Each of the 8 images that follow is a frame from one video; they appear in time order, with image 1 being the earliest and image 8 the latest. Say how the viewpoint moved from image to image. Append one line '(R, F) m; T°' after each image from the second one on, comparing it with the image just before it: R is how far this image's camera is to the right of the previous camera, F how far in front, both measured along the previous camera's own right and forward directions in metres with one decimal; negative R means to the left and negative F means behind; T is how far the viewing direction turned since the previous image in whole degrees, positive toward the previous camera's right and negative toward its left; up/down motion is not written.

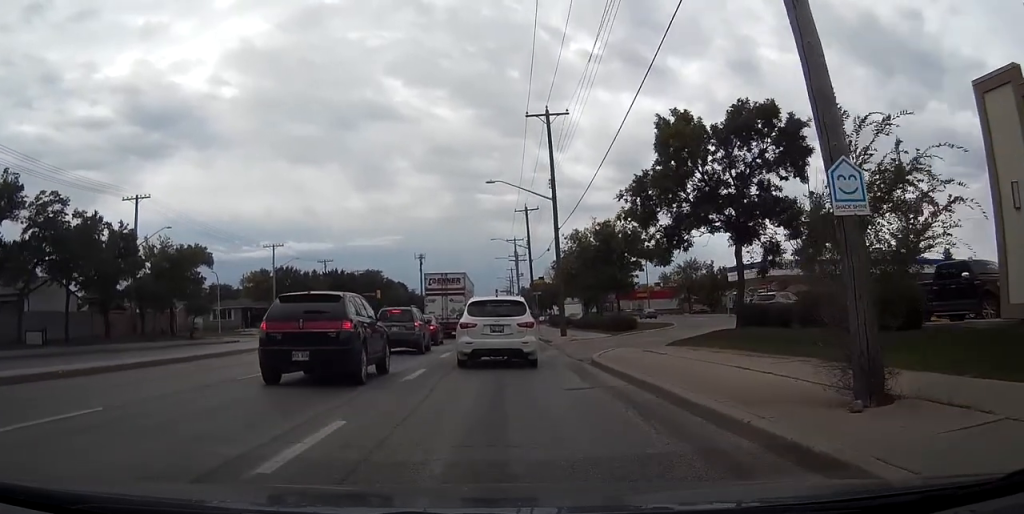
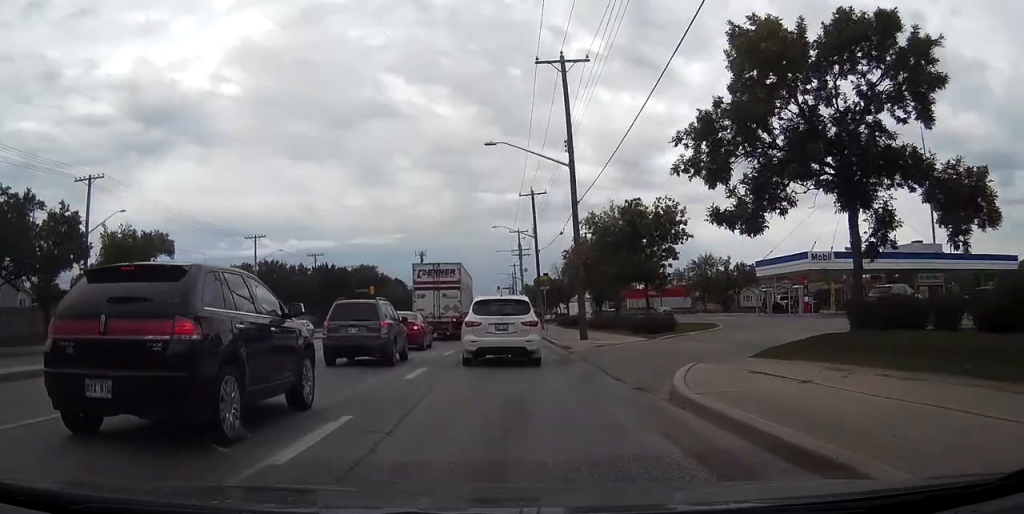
(-0.2, +9.0) m; 0°
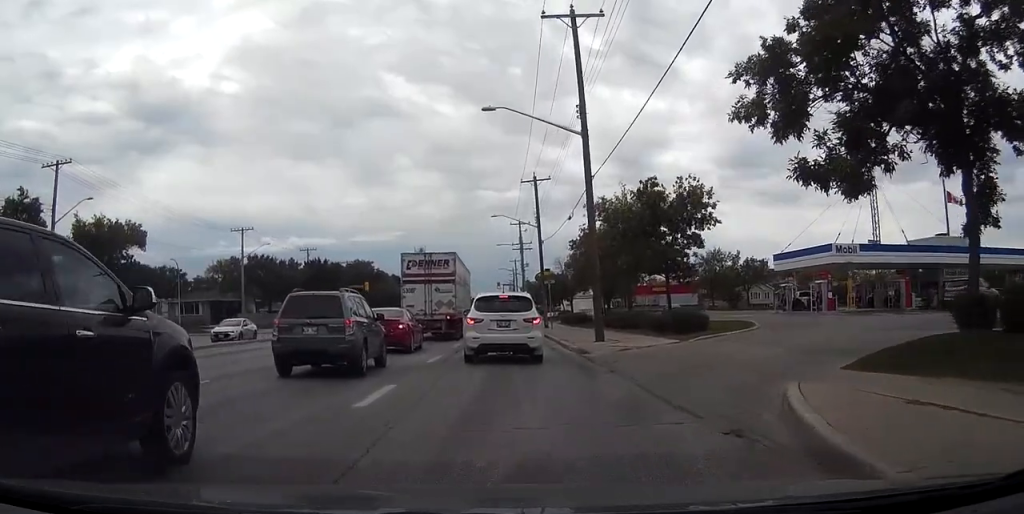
(+0.2, +5.2) m; 0°
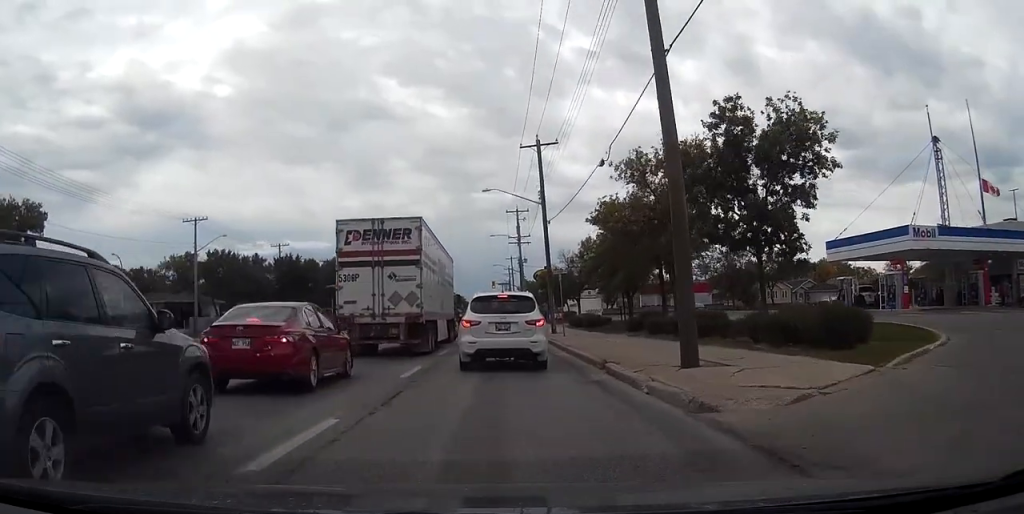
(-0.4, +13.6) m; -2°
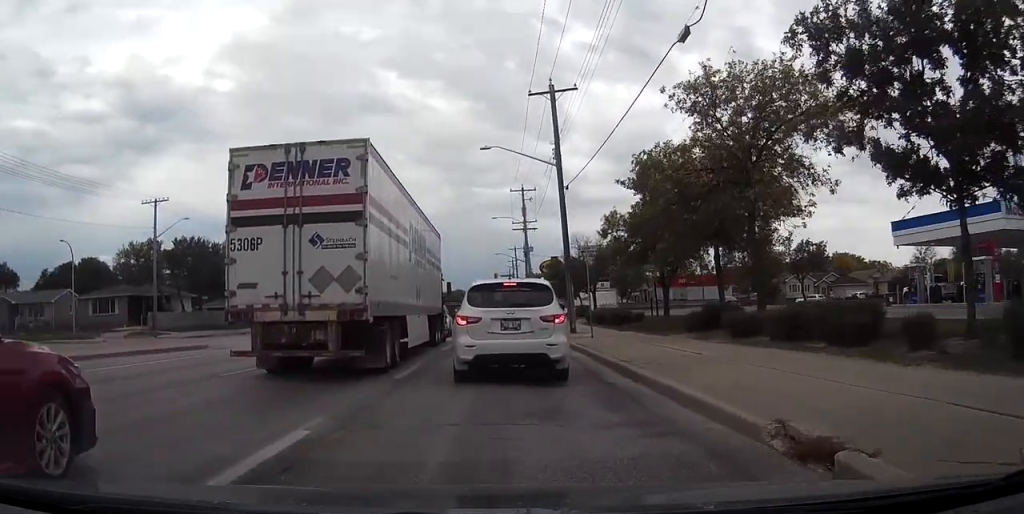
(0.0, +10.5) m; -1°
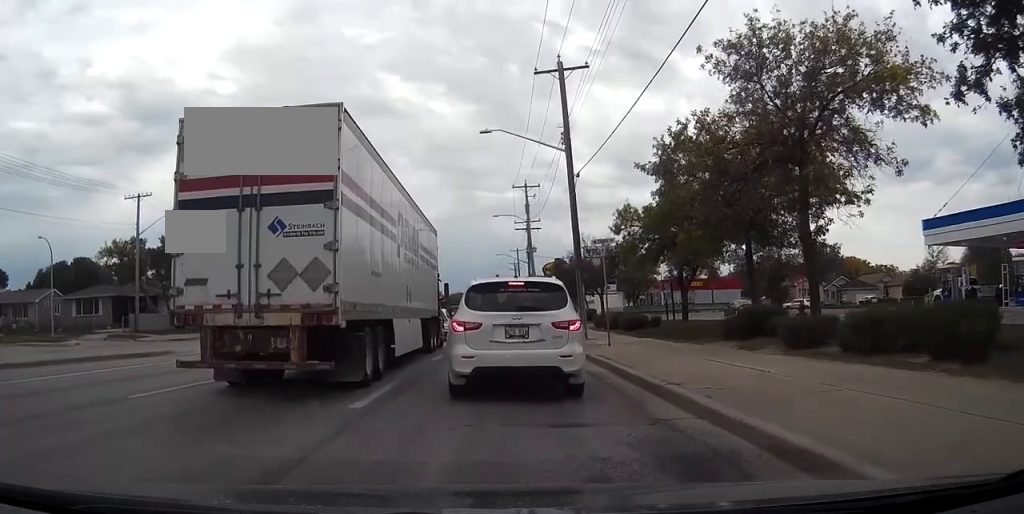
(0.0, +4.4) m; -1°
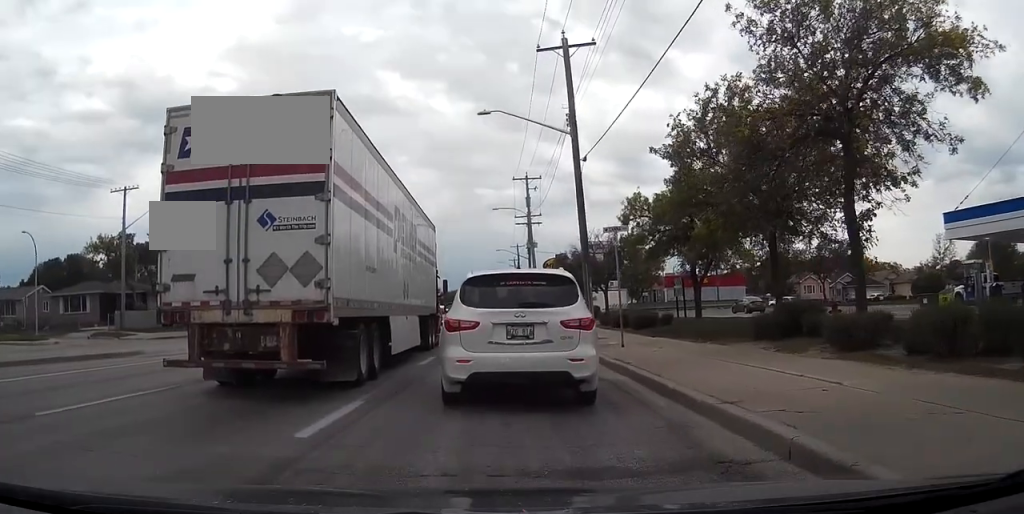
(-0.1, +3.0) m; 0°
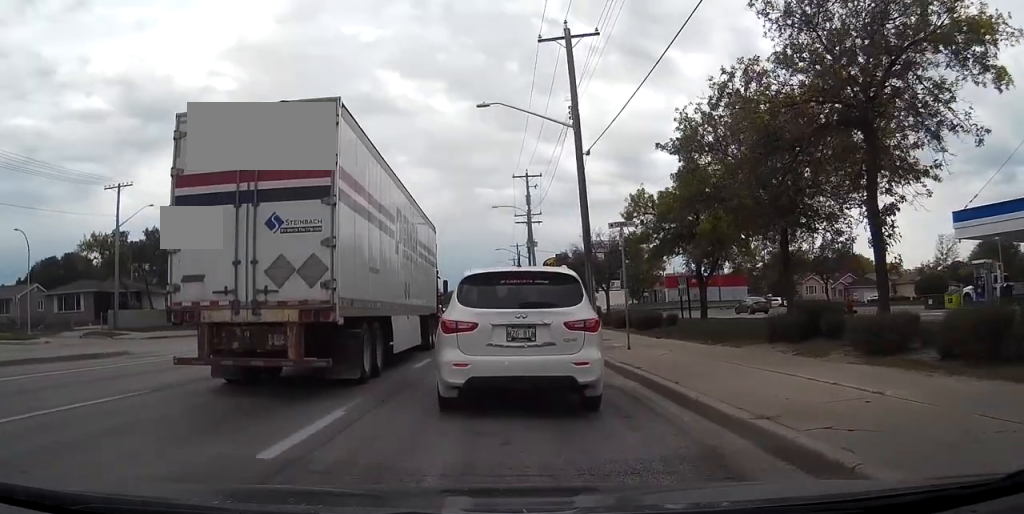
(0.0, +1.5) m; 0°
